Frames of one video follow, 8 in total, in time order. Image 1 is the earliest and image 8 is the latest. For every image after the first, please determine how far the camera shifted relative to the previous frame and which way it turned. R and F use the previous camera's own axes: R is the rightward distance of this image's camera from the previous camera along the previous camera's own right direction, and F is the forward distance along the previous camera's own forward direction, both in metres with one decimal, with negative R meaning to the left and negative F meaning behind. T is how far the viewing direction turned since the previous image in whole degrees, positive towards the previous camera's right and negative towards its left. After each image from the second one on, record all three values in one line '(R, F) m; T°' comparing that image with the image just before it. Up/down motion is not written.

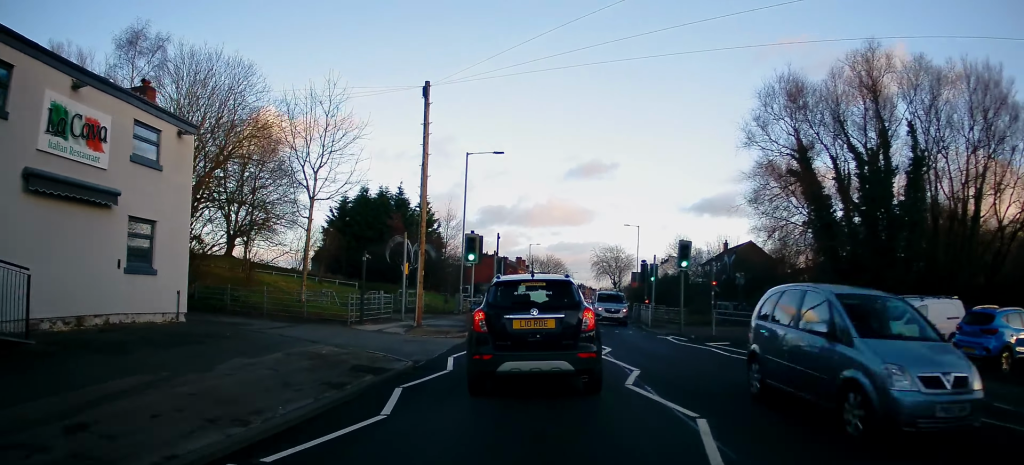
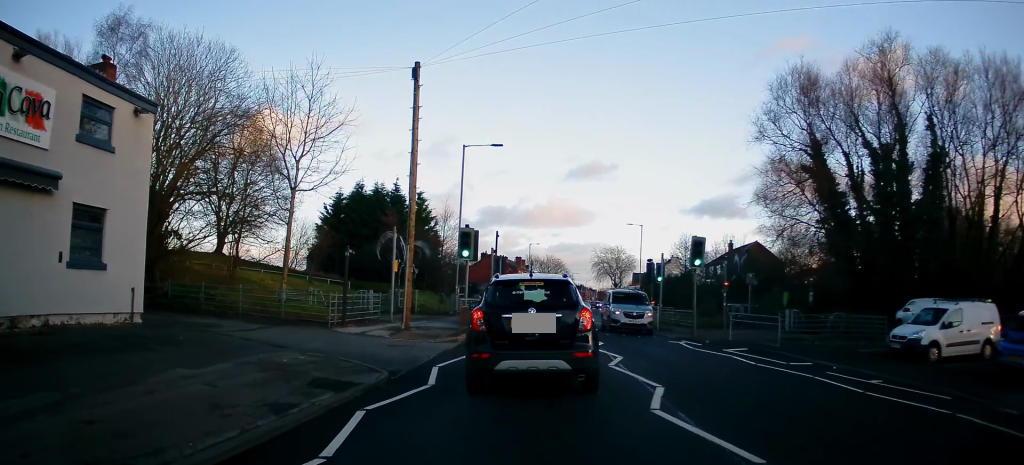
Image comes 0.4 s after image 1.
(+0.2, +2.1) m; 0°
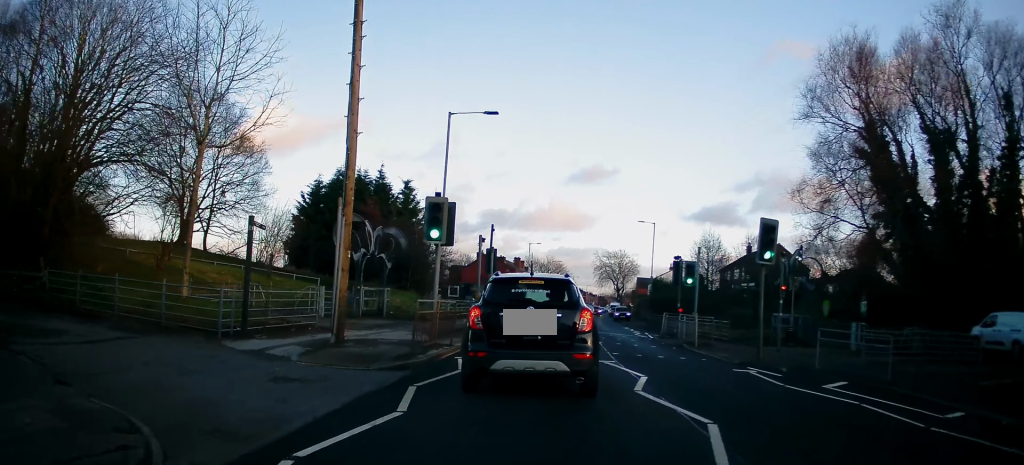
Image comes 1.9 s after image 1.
(-0.2, +6.7) m; -5°
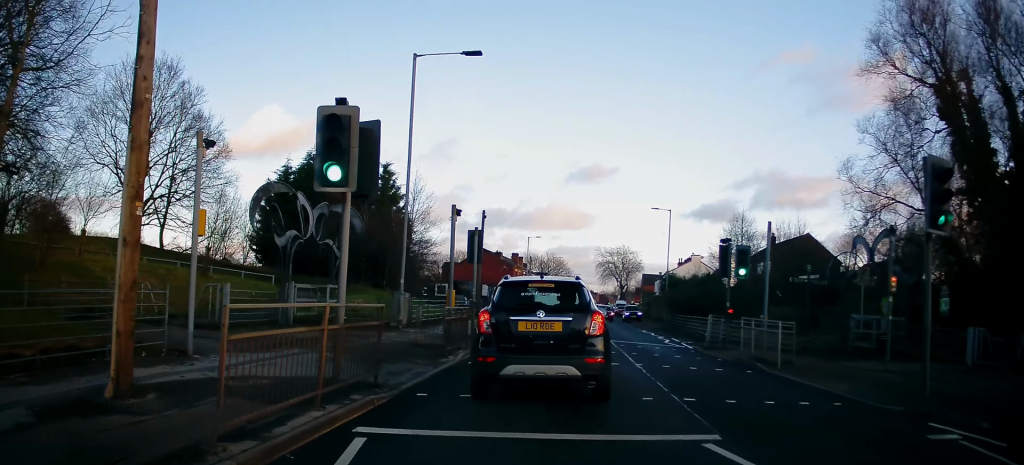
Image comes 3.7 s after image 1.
(0.0, +7.1) m; +1°
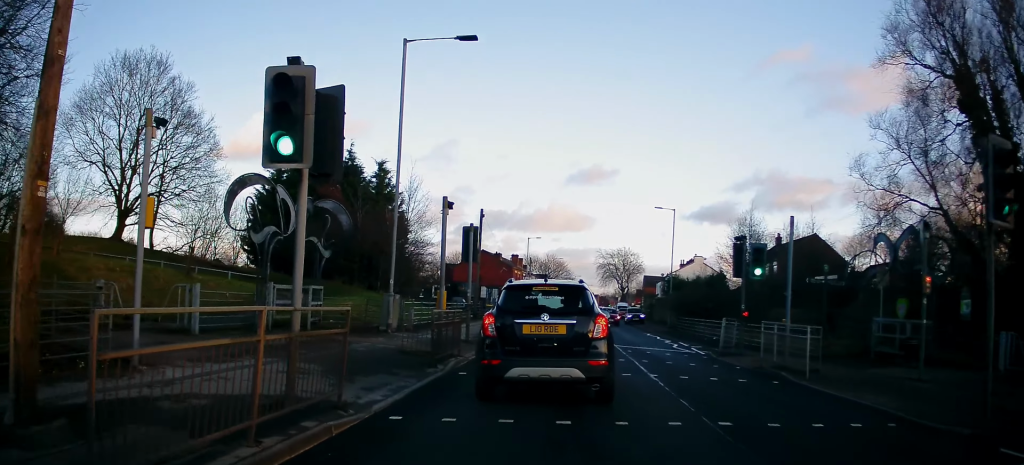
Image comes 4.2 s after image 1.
(0.0, +1.6) m; +1°
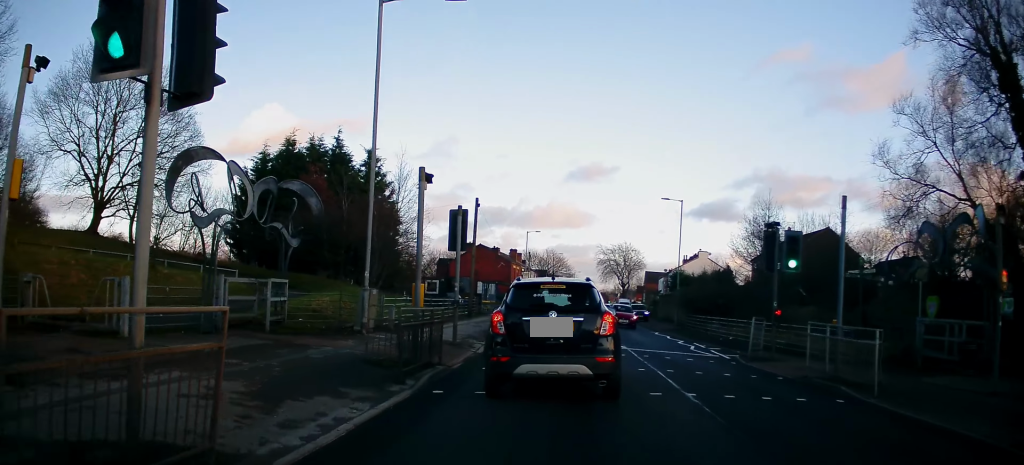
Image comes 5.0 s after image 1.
(+0.1, +2.8) m; +1°
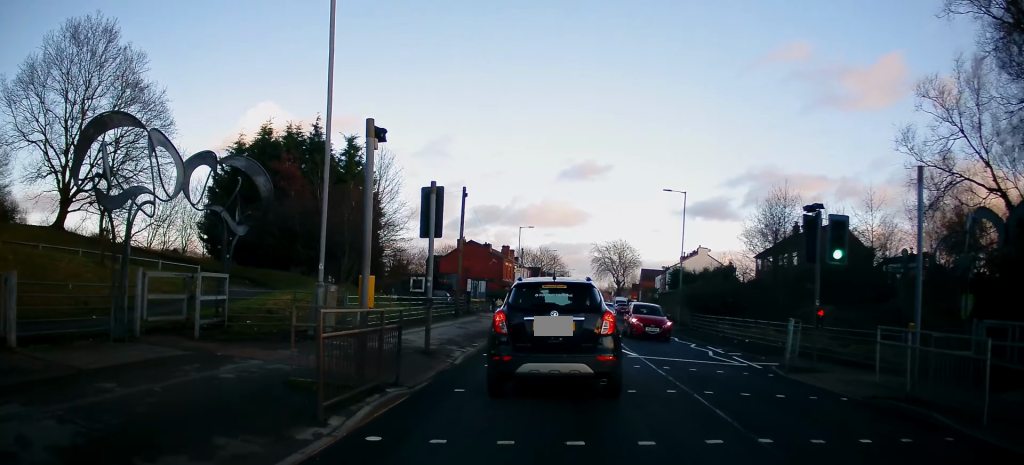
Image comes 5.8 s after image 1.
(0.0, +3.0) m; 0°
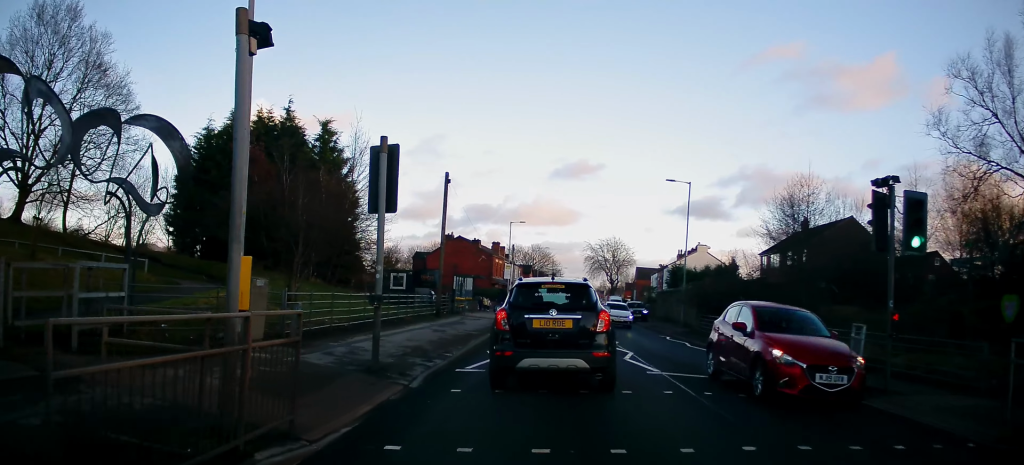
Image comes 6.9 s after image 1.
(0.0, +3.7) m; +2°
